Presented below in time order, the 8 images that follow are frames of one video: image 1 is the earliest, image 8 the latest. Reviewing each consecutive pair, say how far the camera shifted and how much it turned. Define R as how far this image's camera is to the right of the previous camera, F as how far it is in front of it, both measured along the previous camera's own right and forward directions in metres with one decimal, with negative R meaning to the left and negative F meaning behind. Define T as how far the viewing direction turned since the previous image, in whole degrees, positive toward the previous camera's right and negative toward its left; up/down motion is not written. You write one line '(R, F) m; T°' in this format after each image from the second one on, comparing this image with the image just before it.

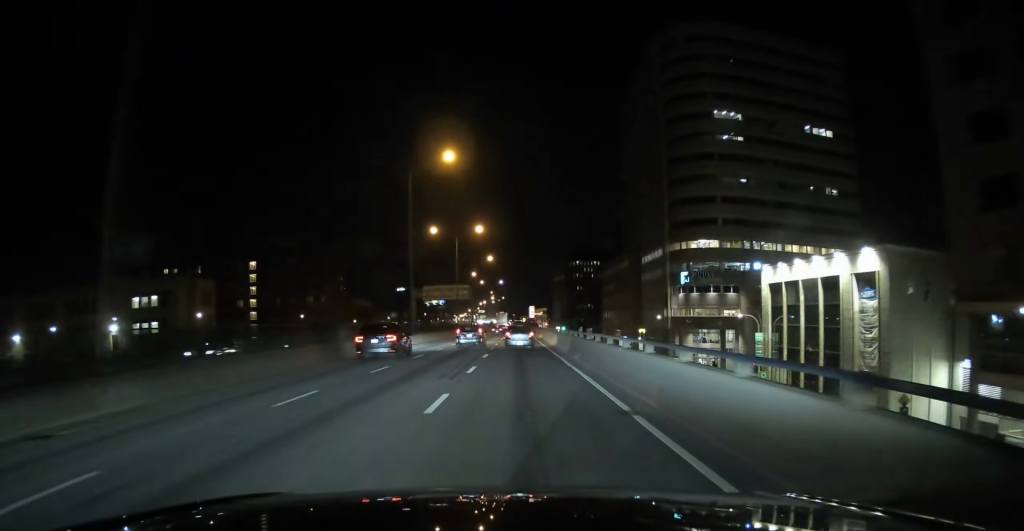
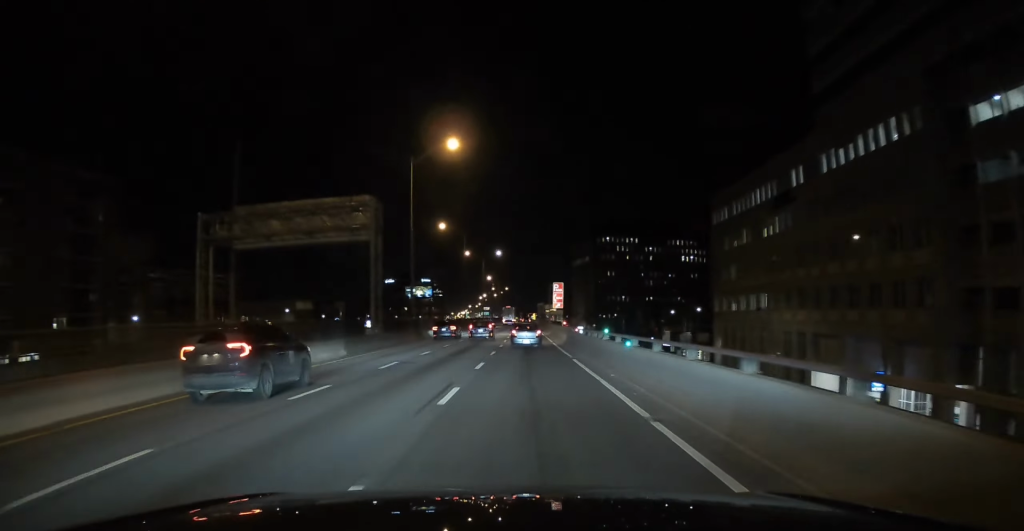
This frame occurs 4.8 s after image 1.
(-0.1, +95.3) m; 0°
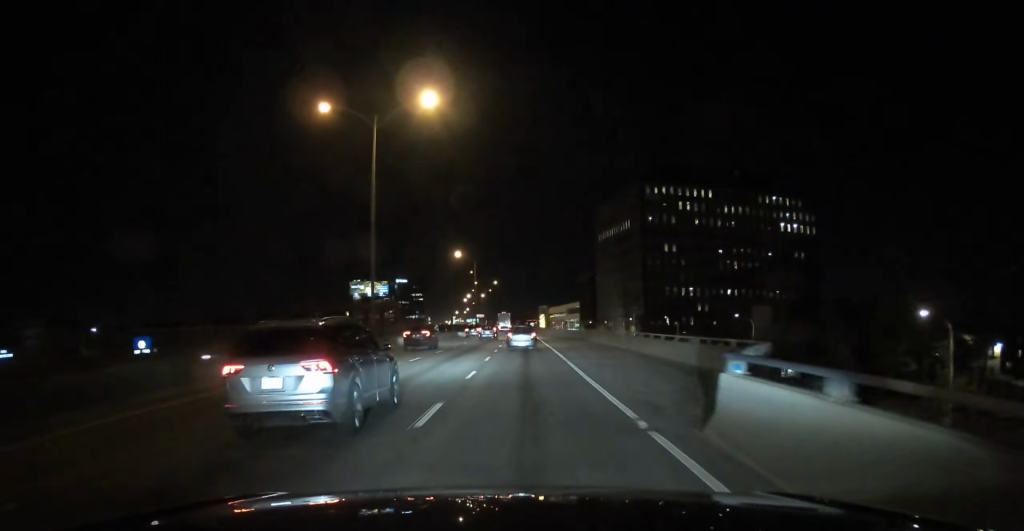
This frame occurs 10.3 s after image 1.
(-0.2, +111.4) m; 0°
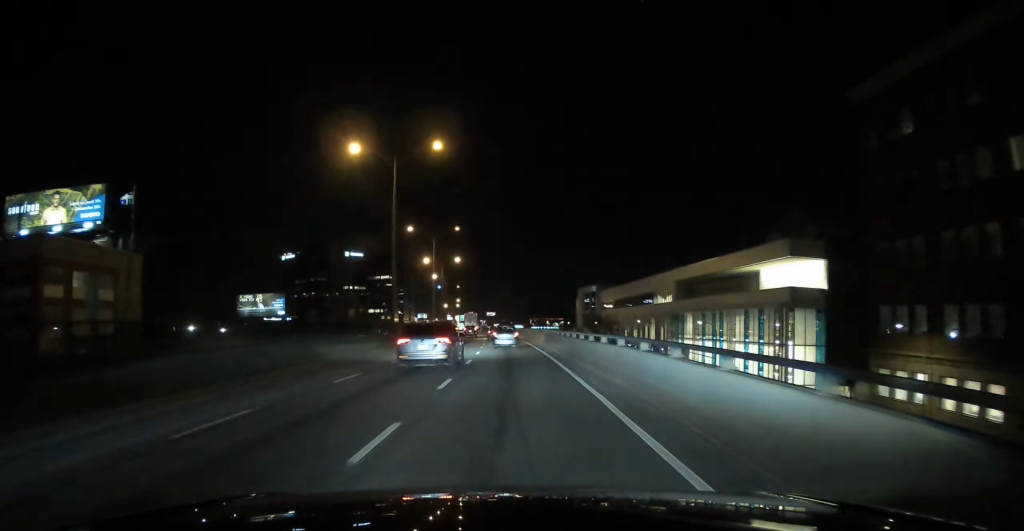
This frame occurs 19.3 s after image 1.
(-1.4, +181.4) m; -2°
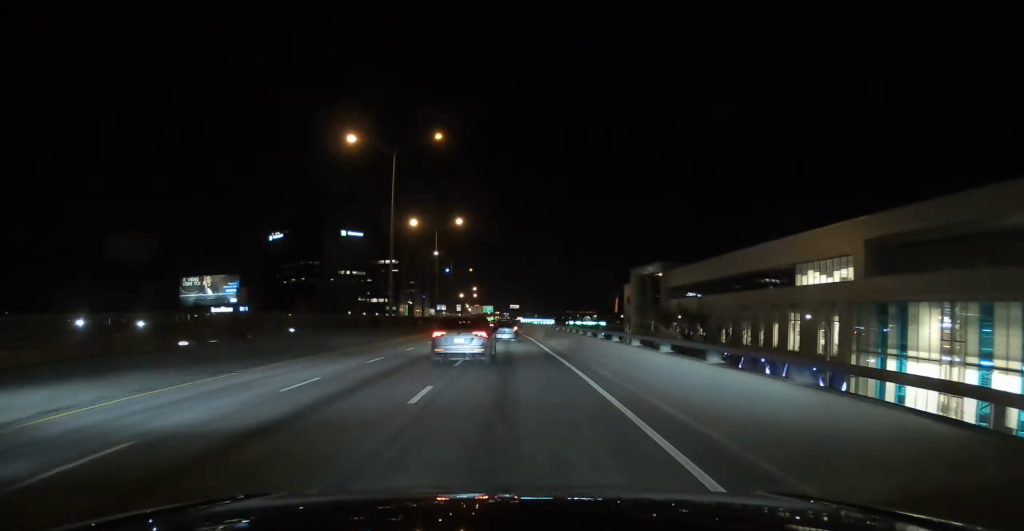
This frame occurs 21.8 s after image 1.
(-1.2, +46.9) m; -1°
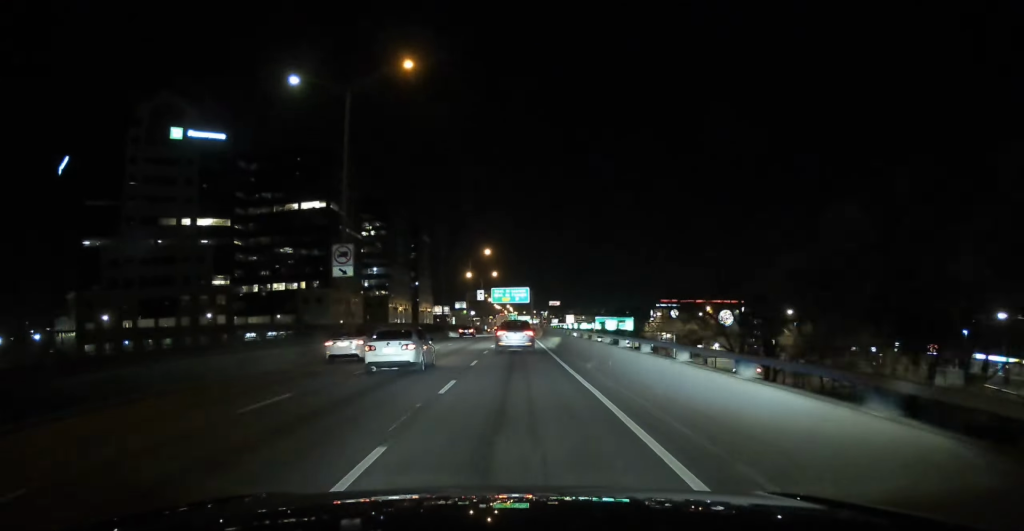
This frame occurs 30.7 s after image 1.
(-5.2, +169.5) m; -2°
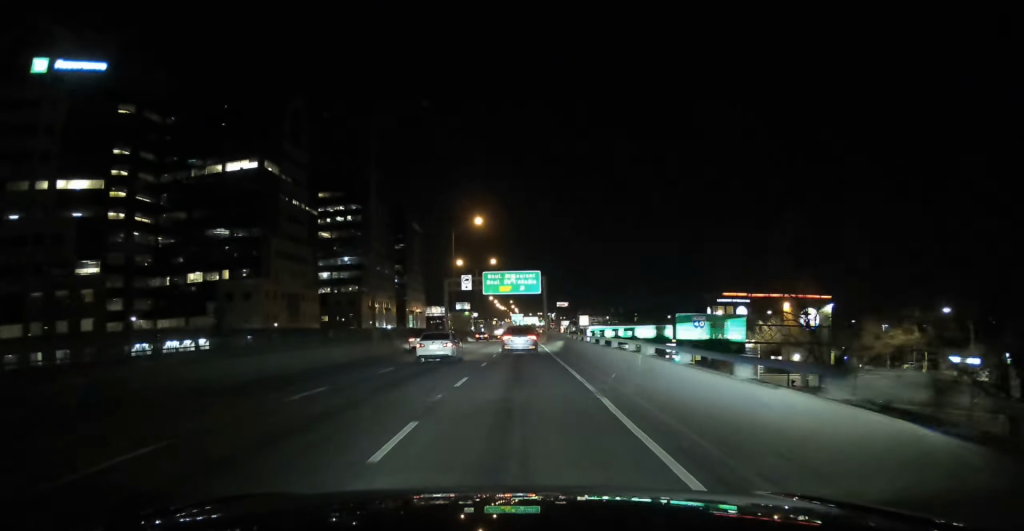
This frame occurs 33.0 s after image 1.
(-0.1, +43.9) m; 0°
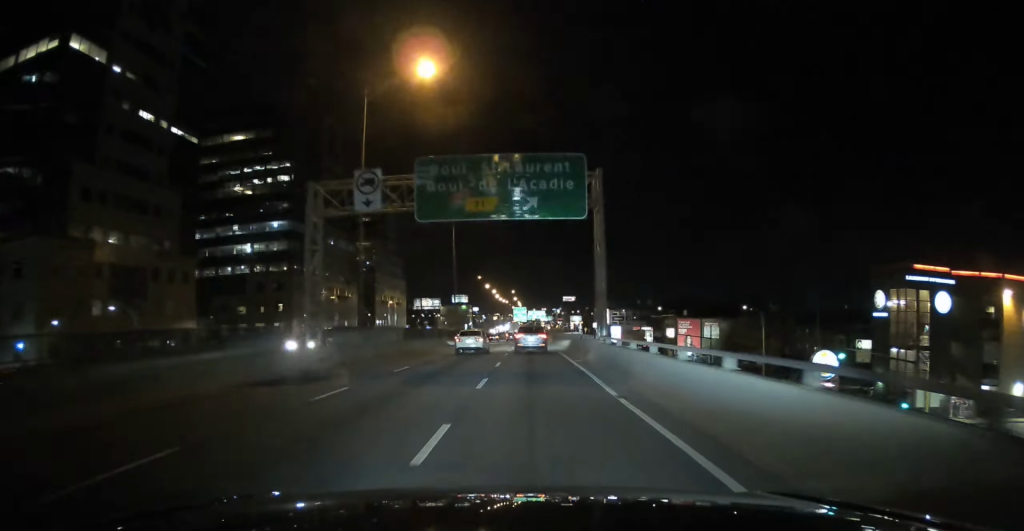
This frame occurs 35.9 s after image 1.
(0.0, +55.0) m; 0°
